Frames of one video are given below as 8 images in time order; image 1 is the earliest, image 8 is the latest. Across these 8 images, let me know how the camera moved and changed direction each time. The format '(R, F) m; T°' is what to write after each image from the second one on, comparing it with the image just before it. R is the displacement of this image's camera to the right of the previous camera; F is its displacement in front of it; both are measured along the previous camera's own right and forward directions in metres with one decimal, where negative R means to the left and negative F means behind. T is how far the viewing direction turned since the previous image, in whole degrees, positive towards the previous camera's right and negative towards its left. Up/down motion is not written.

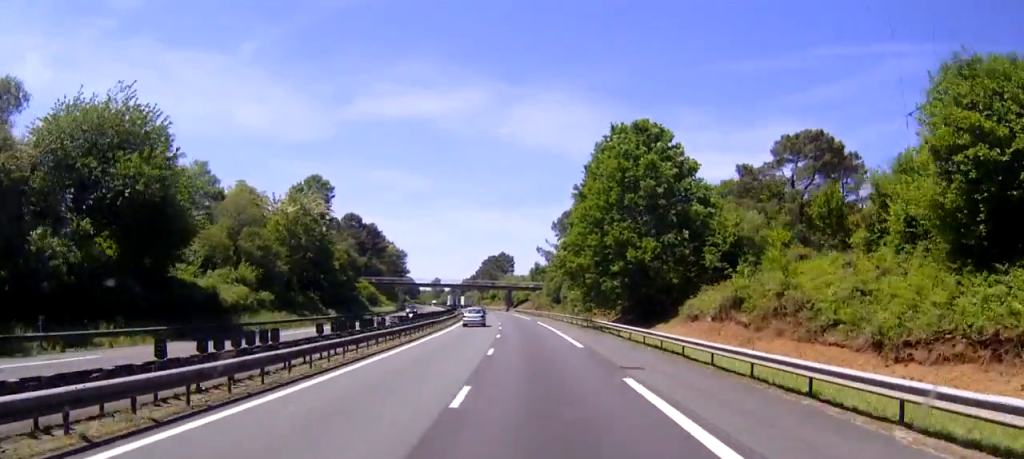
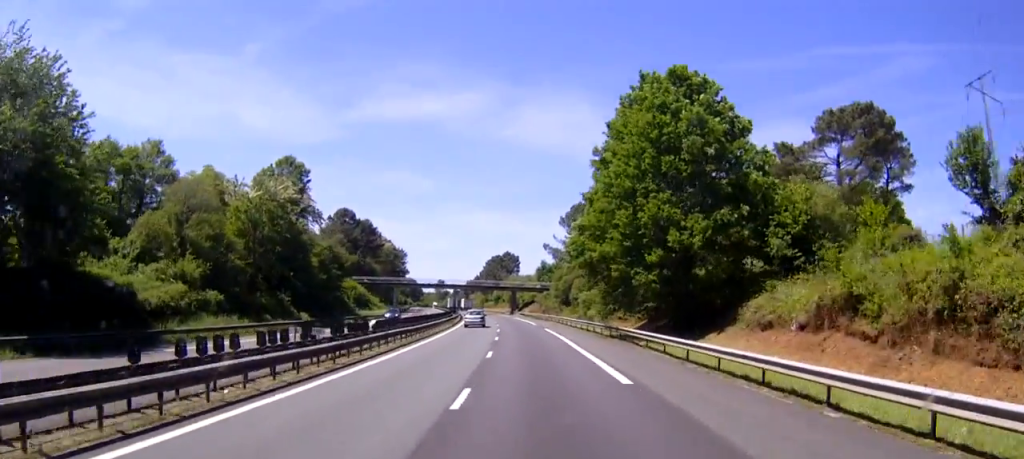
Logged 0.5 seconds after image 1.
(0.0, +13.0) m; 0°
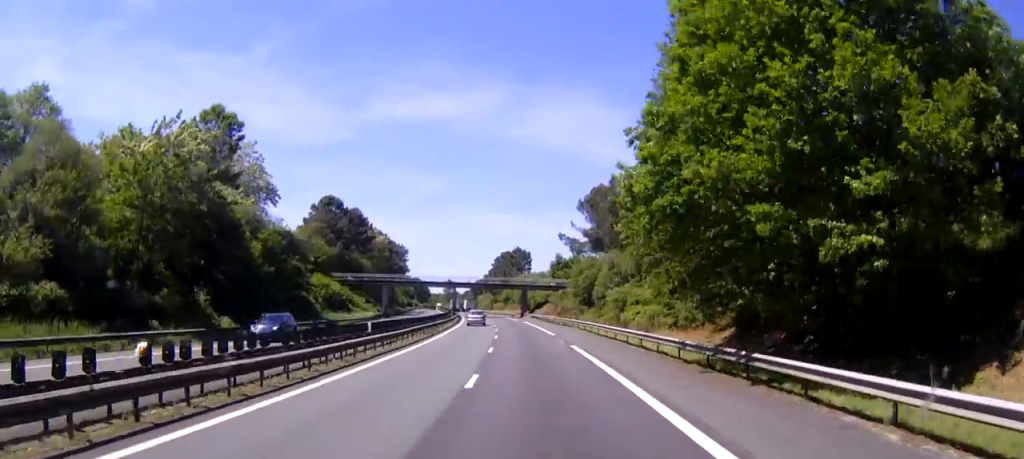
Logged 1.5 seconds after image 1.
(0.0, +22.8) m; -1°
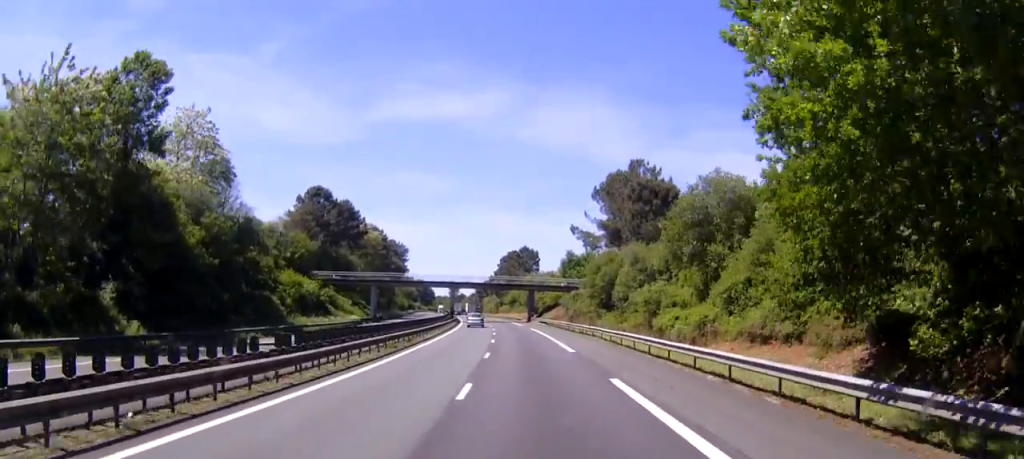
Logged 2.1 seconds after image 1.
(-0.2, +14.6) m; -1°
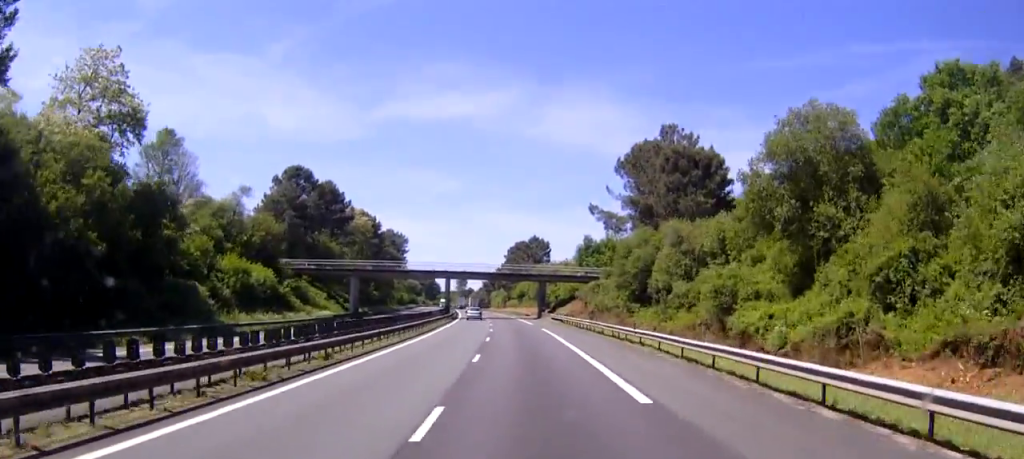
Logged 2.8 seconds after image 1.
(-0.3, +18.7) m; -2°
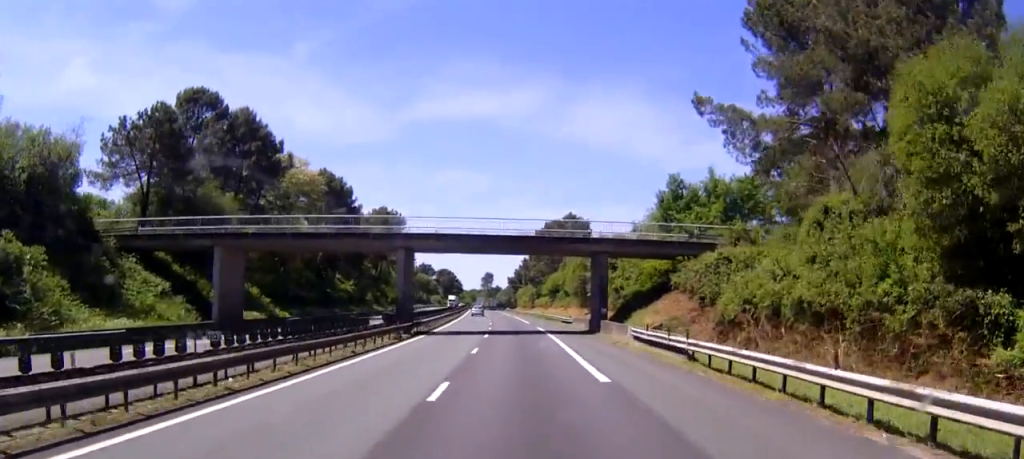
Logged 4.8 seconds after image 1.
(-0.7, +48.7) m; -2°
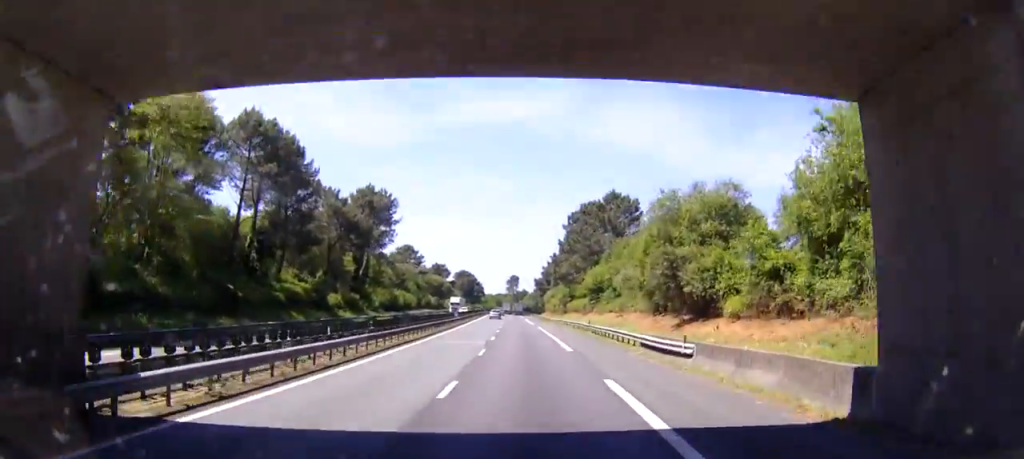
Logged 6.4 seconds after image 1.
(-1.1, +38.3) m; -2°
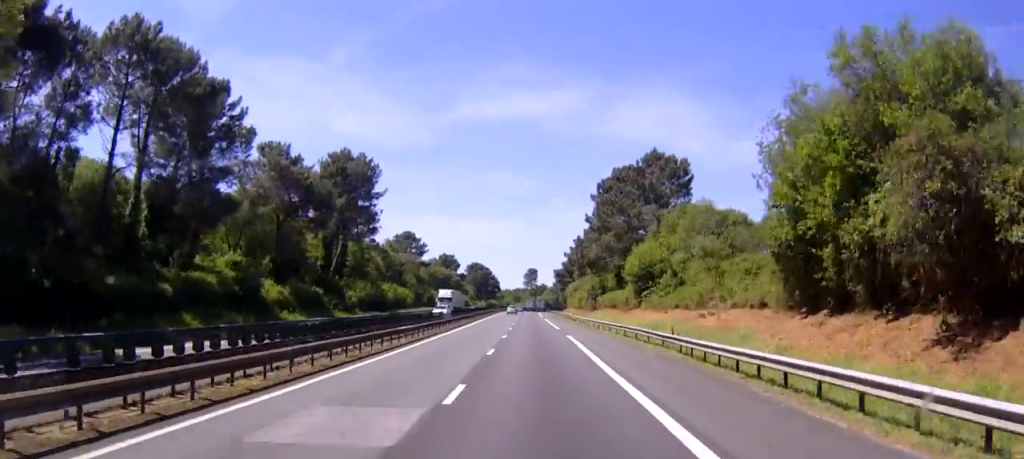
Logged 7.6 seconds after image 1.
(-0.1, +27.2) m; -1°
